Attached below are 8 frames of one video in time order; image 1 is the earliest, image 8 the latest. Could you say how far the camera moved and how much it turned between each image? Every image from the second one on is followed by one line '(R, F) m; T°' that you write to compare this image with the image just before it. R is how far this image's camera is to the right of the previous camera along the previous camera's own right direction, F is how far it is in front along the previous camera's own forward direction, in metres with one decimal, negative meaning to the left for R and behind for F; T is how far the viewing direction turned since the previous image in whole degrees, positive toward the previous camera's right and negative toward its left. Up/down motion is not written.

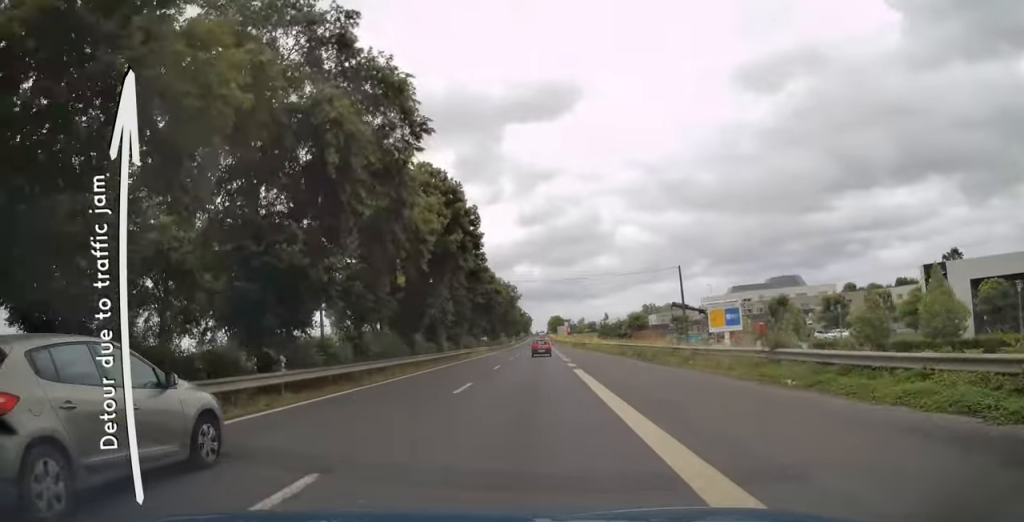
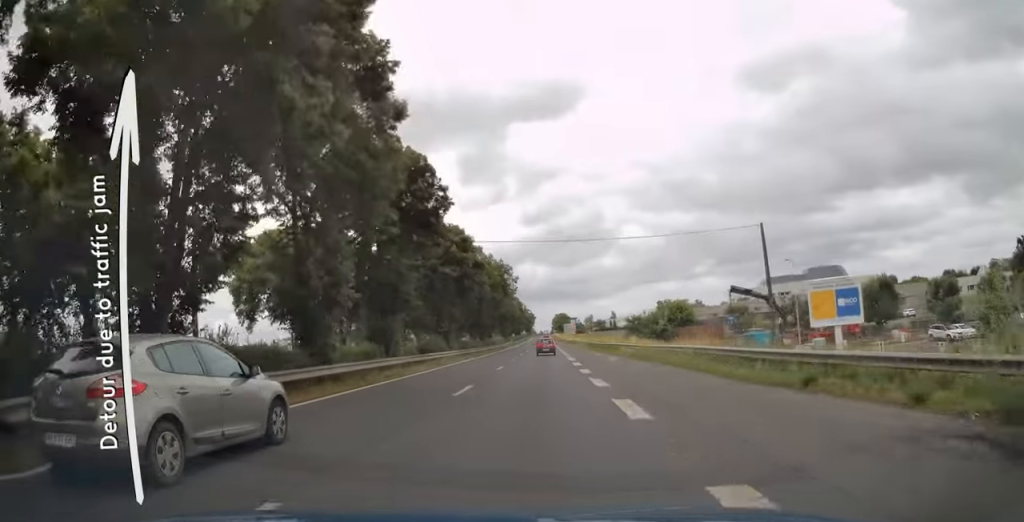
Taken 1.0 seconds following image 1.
(0.0, +27.4) m; 0°
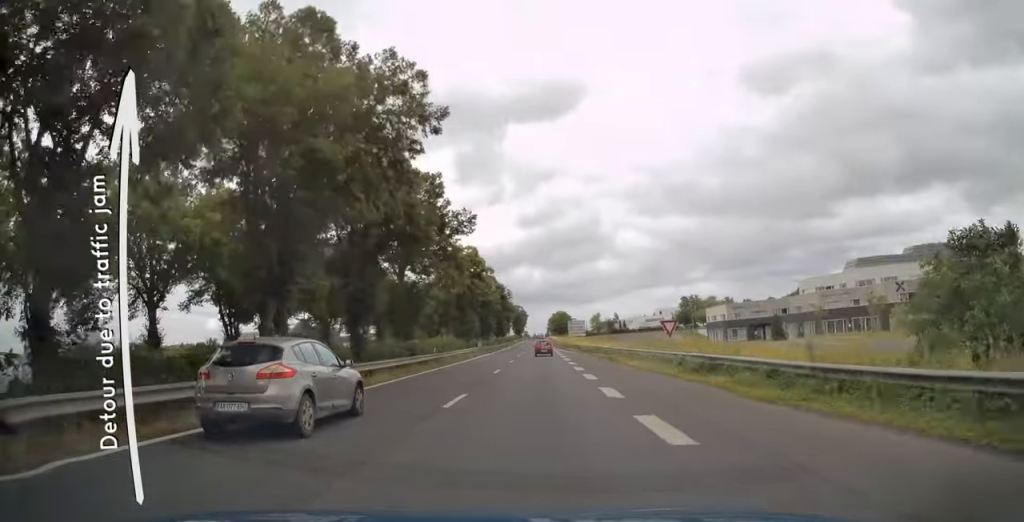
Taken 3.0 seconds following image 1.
(-0.1, +54.5) m; 0°
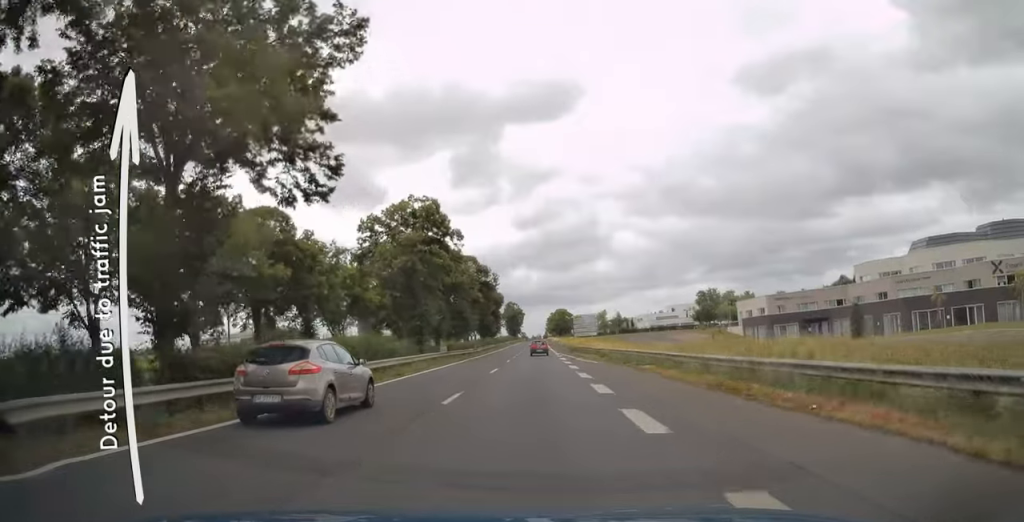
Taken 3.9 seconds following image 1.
(+0.1, +25.3) m; 0°
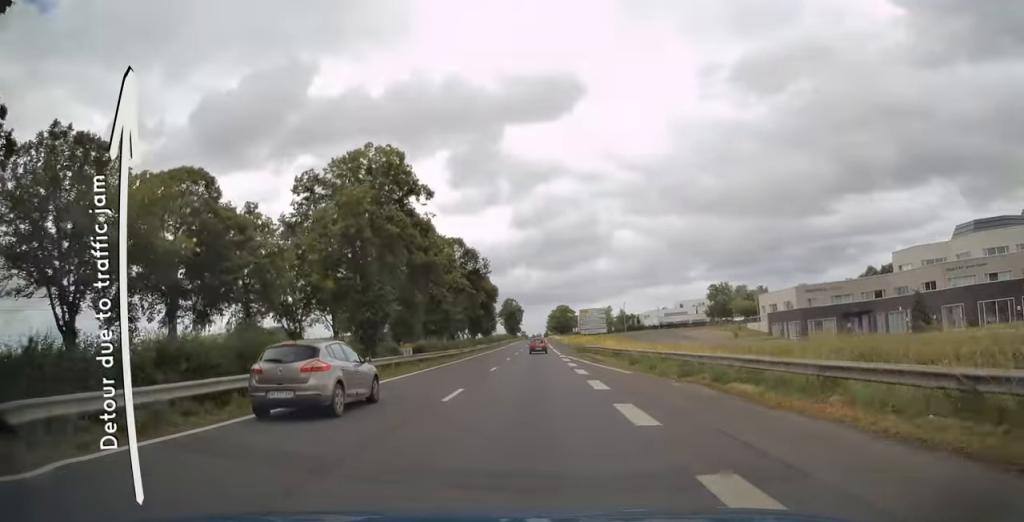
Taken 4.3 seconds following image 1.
(0.0, +12.4) m; 0°
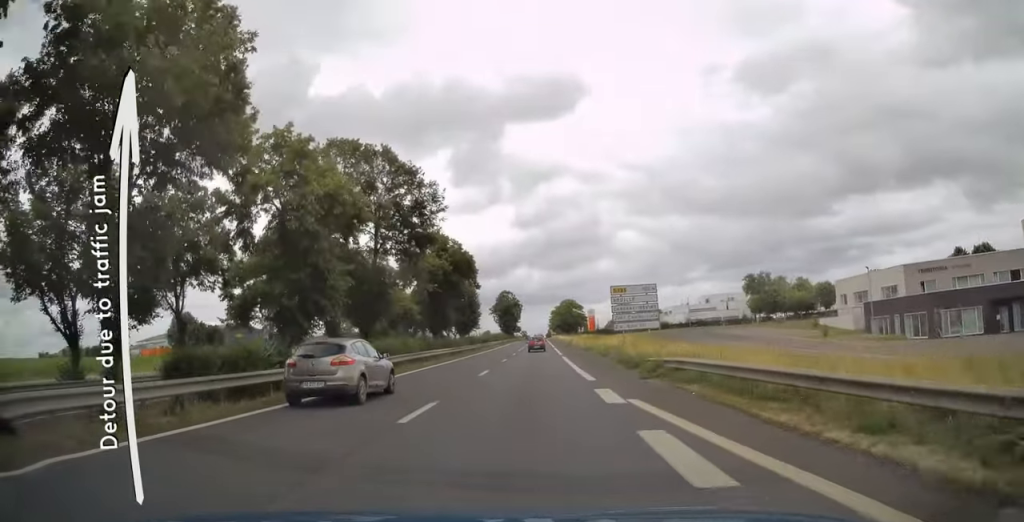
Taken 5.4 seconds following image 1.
(0.0, +29.6) m; 0°
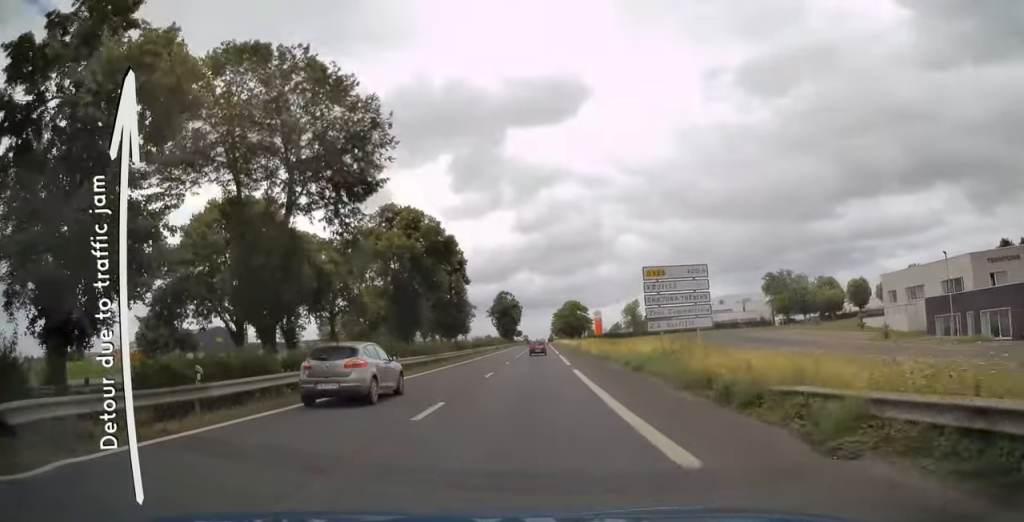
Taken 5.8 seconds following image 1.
(0.0, +11.8) m; 0°
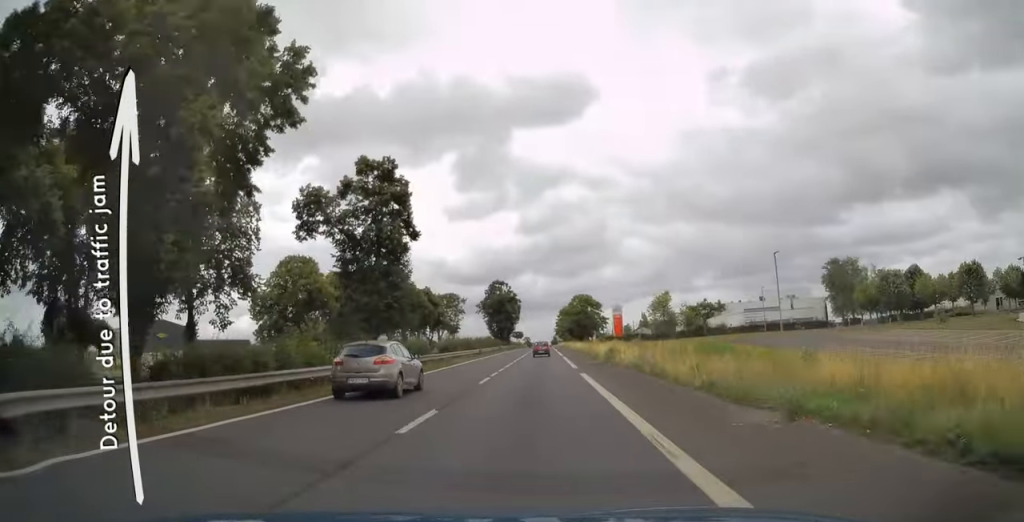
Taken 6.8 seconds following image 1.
(0.0, +27.0) m; 0°
